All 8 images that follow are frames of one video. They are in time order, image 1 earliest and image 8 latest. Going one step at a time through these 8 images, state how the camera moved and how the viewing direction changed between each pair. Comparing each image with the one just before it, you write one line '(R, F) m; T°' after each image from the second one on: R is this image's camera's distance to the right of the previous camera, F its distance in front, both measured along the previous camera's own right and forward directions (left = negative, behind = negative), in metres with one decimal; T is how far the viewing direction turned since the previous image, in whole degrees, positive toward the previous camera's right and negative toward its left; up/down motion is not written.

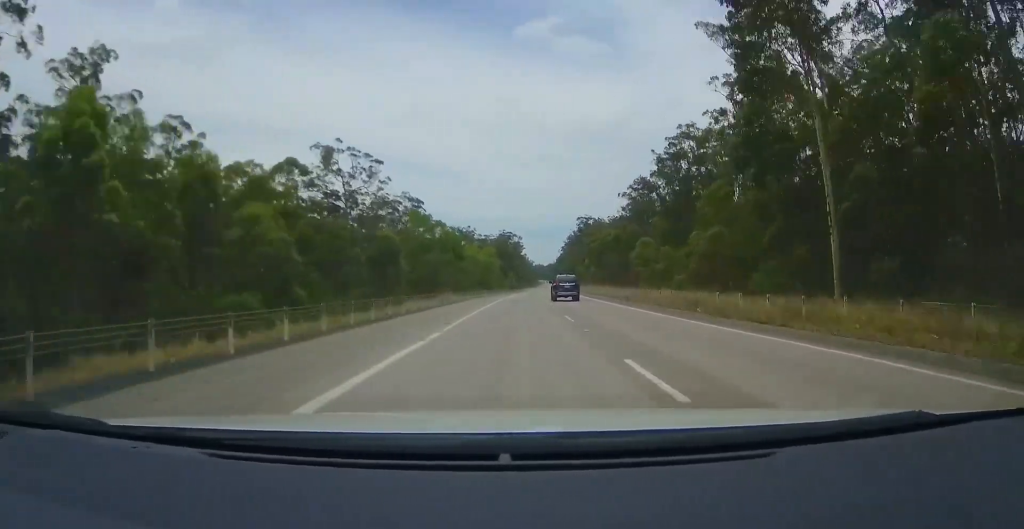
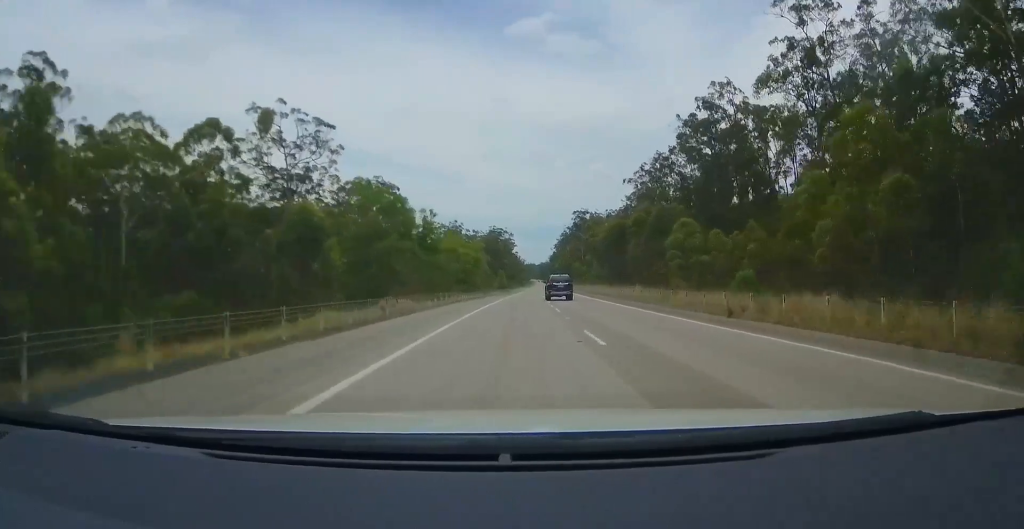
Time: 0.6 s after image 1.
(+0.1, +19.4) m; +1°
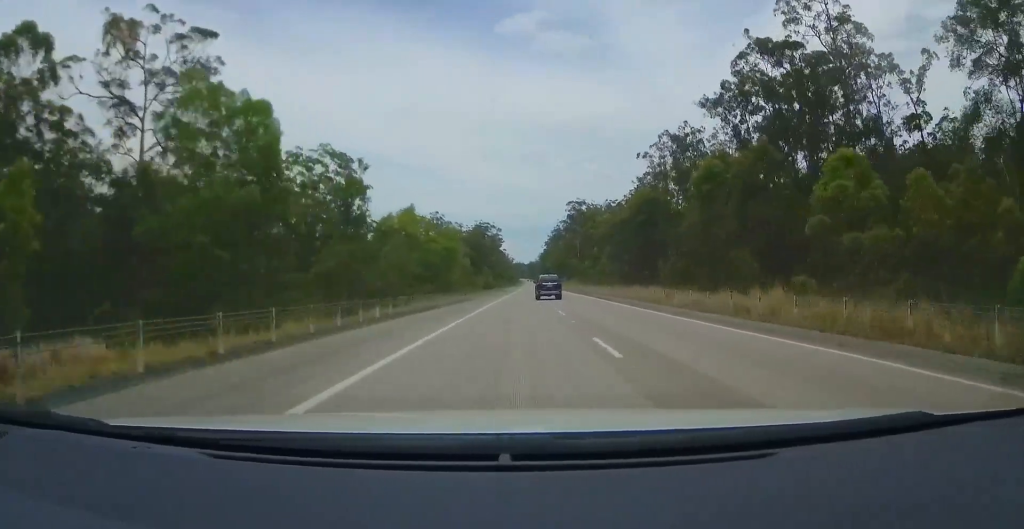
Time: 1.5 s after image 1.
(+0.3, +26.9) m; +2°
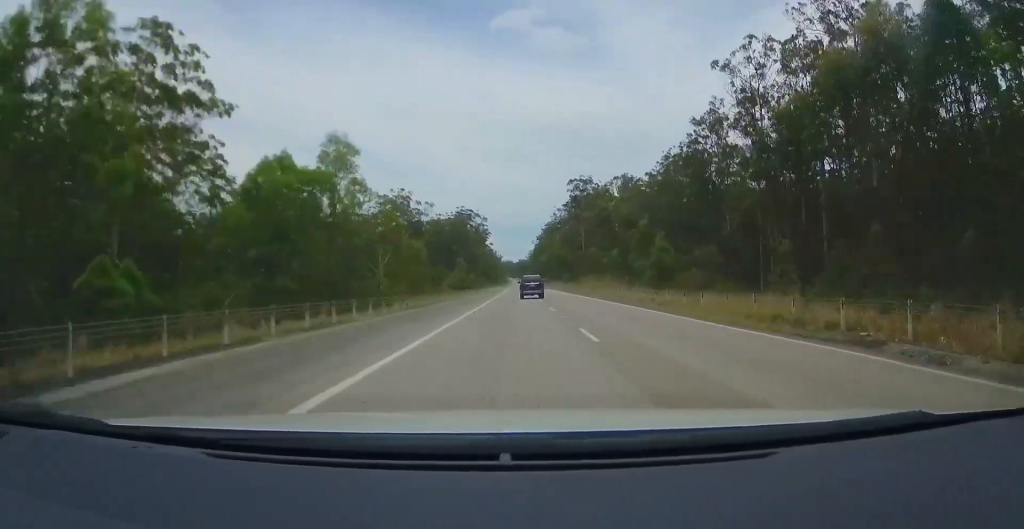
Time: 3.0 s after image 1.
(+1.1, +46.8) m; +2°
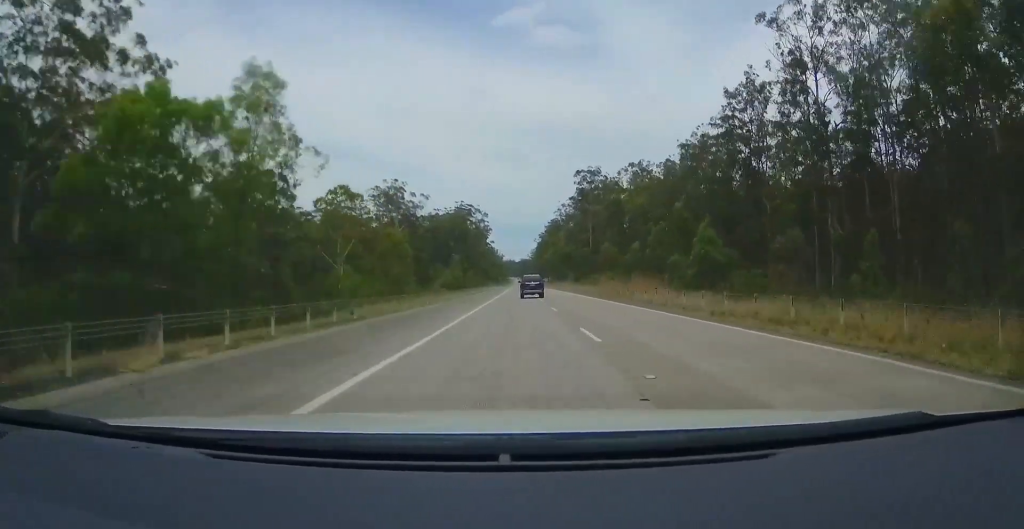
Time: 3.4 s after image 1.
(-0.1, +12.4) m; 0°
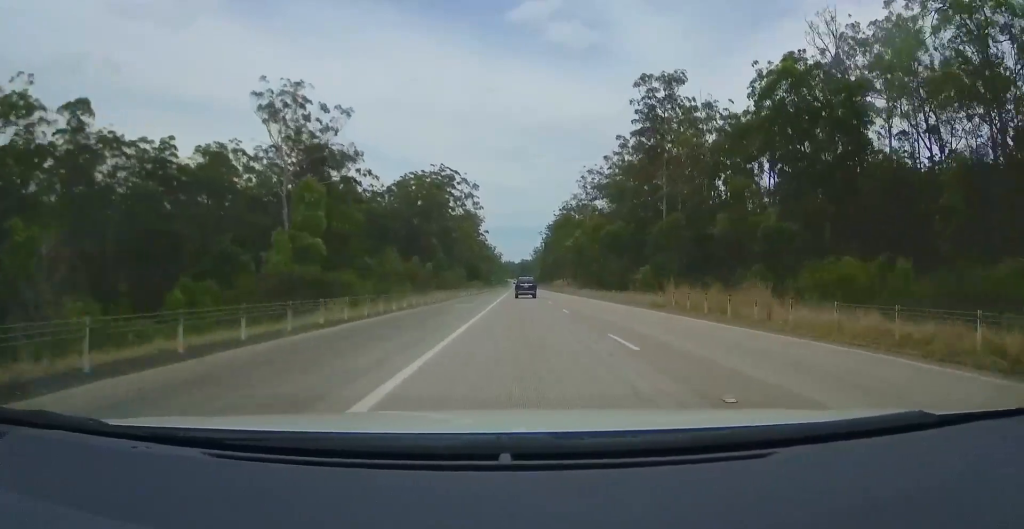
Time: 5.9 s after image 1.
(-0.2, +76.6) m; -1°
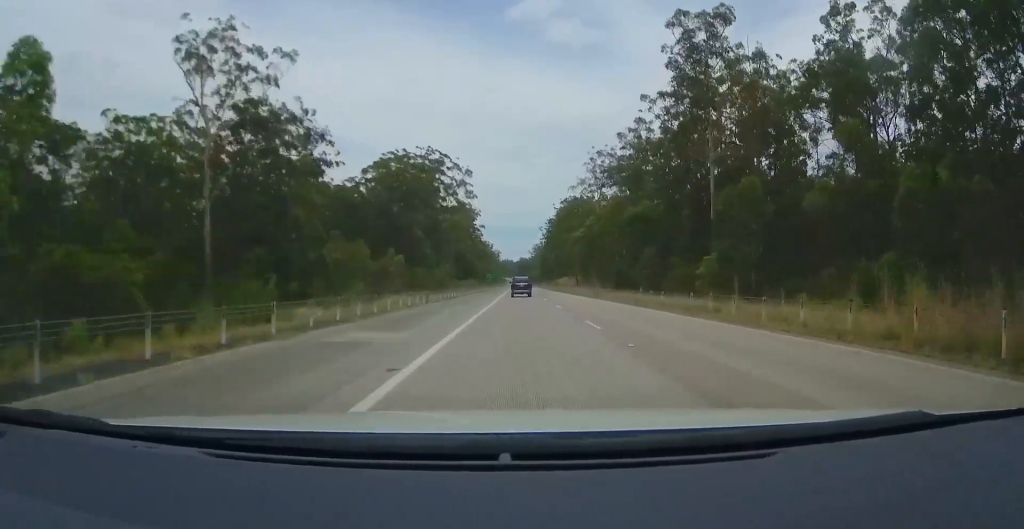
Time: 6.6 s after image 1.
(-0.2, +21.1) m; 0°
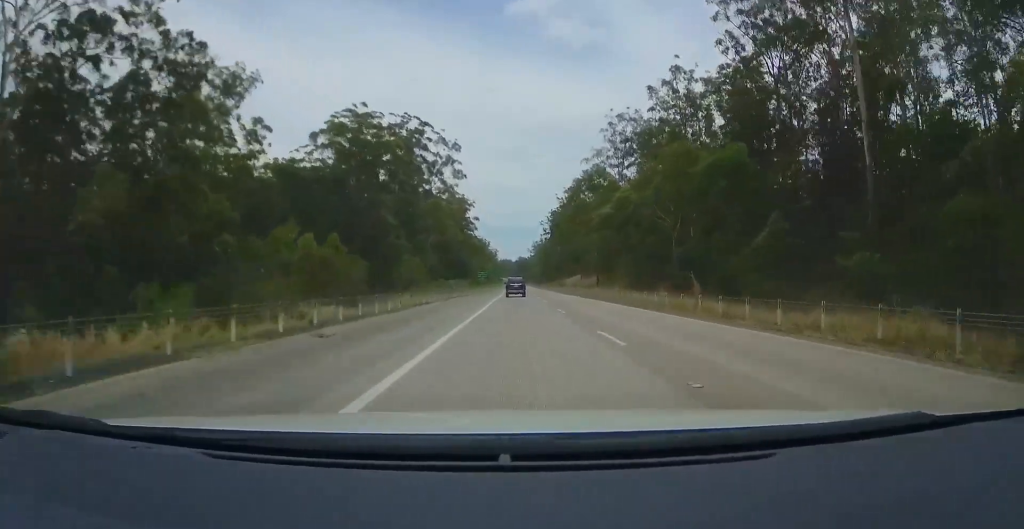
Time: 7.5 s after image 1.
(+0.3, +28.9) m; +1°
